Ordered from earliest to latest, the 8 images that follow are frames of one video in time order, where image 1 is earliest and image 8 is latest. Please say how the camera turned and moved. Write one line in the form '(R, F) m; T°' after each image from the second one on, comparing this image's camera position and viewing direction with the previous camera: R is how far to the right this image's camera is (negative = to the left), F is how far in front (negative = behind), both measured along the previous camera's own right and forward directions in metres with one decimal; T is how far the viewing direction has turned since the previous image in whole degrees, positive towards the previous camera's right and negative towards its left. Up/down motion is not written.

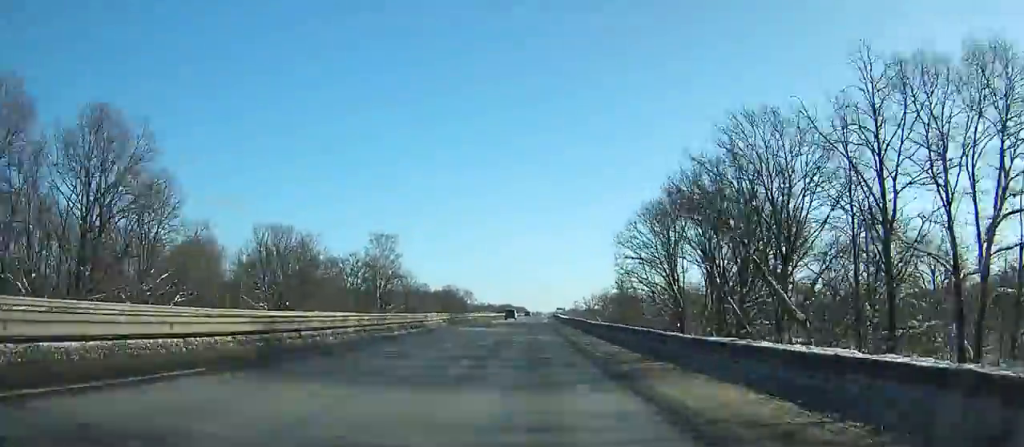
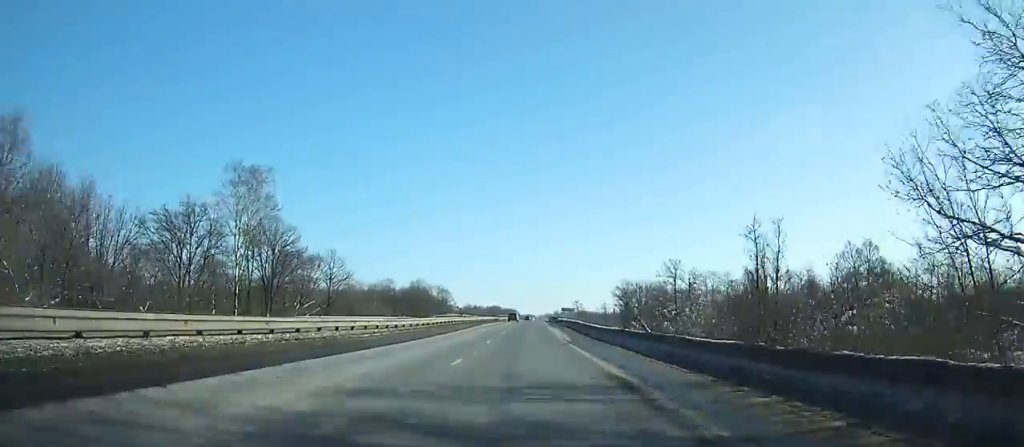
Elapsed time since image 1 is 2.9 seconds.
(+0.2, +62.4) m; 0°
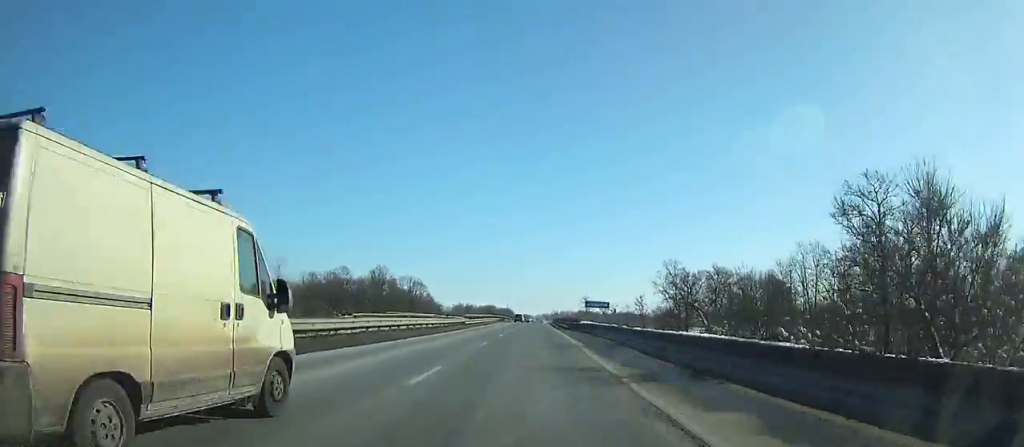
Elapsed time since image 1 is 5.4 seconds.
(+0.3, +52.7) m; +1°
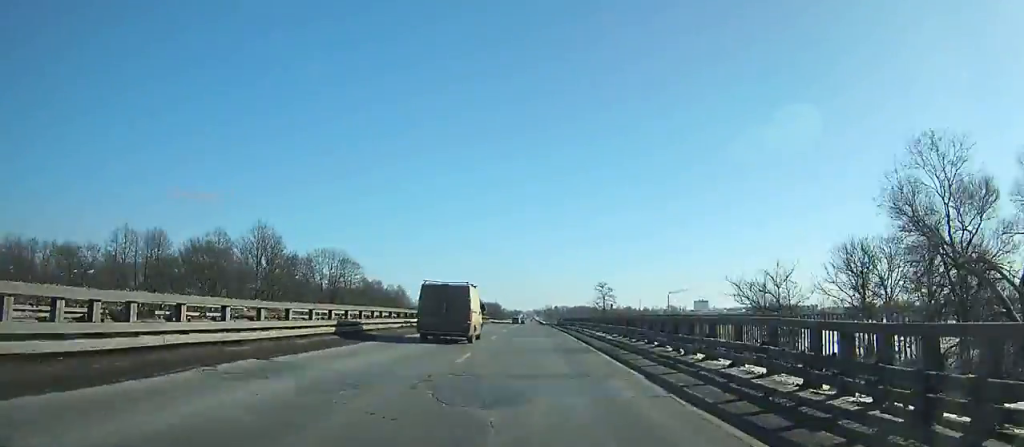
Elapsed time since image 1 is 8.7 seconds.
(+0.5, +69.1) m; +1°
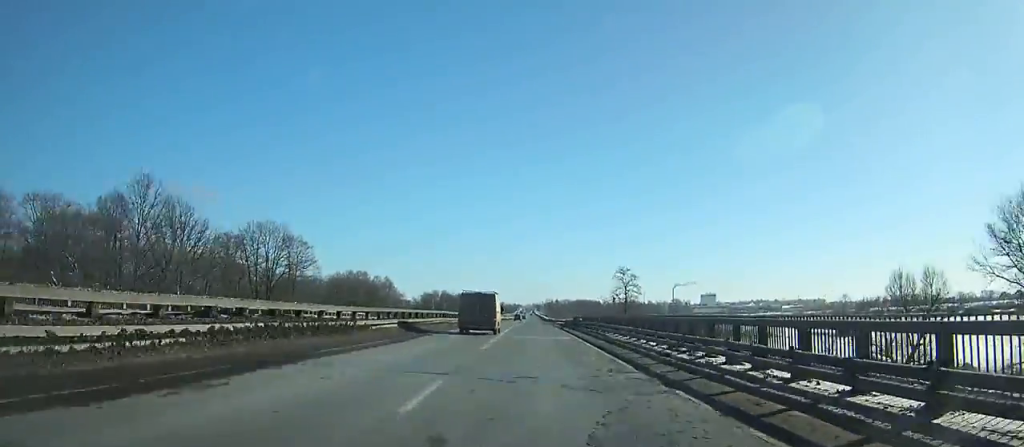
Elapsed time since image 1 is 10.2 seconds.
(0.0, +31.5) m; 0°
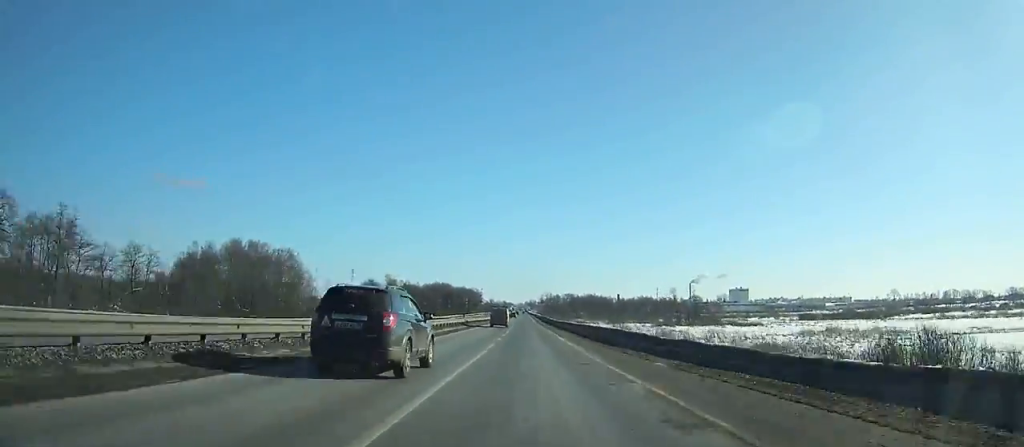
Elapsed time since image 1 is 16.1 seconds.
(+0.4, +126.2) m; 0°
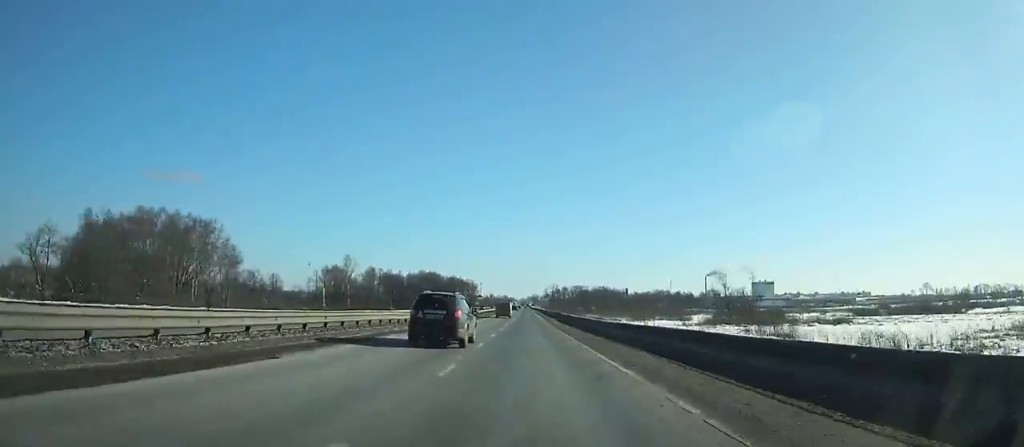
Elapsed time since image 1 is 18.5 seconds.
(+0.1, +52.7) m; 0°
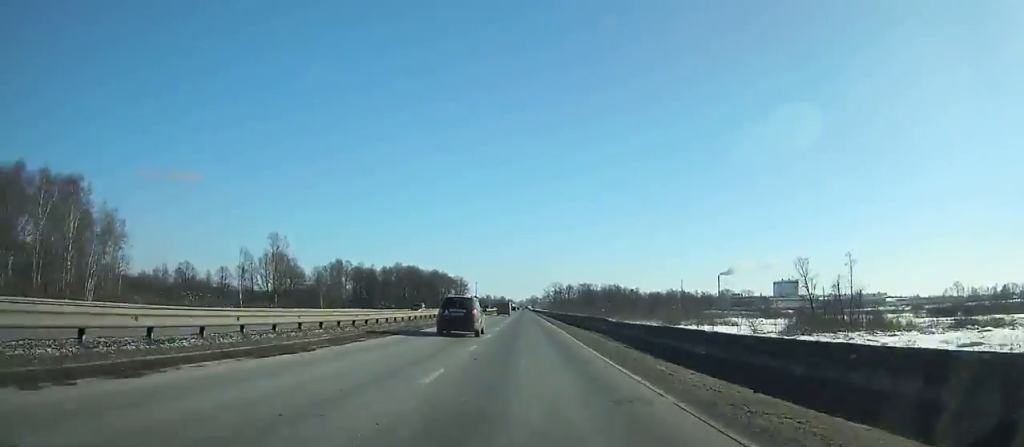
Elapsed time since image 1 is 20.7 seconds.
(0.0, +49.0) m; 0°
